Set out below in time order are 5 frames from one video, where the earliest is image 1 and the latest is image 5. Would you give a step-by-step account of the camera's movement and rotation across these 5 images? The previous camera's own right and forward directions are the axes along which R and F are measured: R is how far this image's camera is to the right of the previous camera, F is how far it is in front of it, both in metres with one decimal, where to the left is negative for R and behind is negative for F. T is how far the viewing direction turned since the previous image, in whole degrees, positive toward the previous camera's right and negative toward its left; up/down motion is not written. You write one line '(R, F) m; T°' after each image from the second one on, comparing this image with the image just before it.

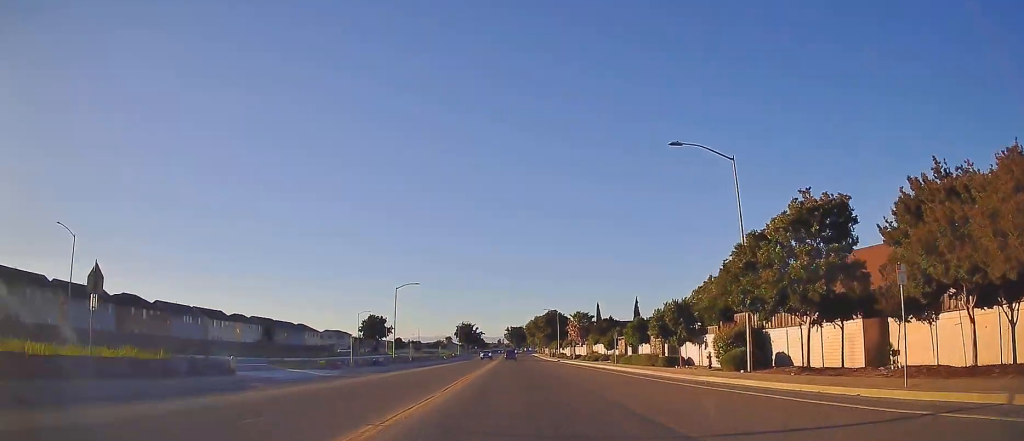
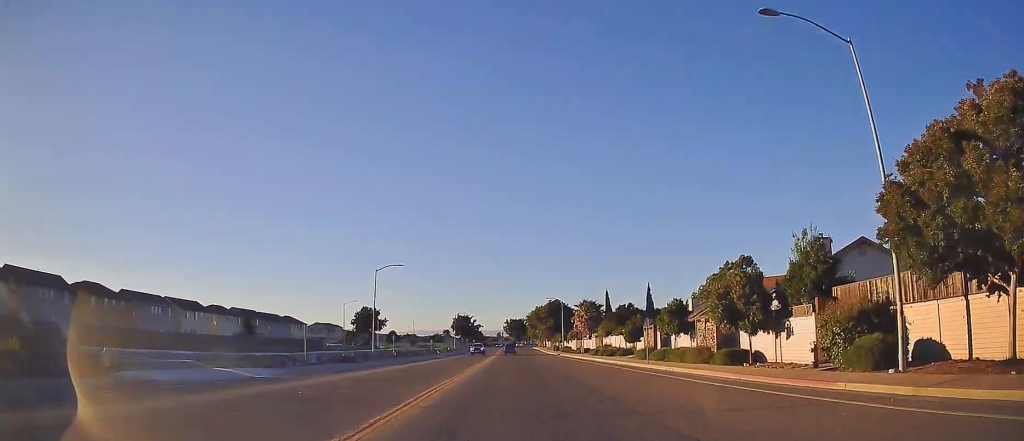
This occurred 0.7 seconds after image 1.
(-0.3, +10.4) m; 0°
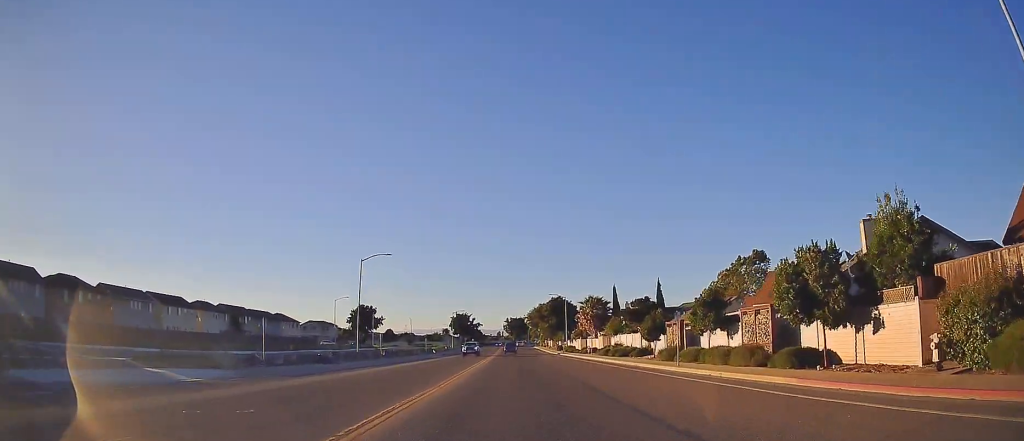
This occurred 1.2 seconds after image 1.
(-0.3, +6.2) m; 0°
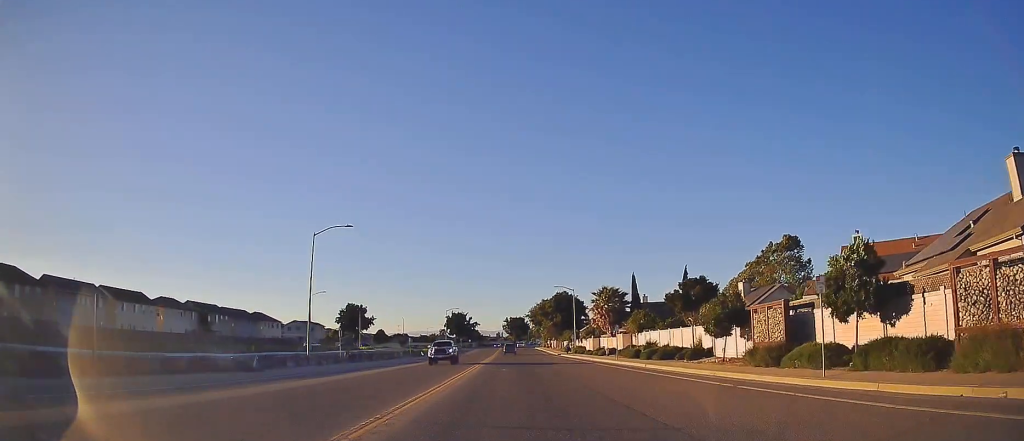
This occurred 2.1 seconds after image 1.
(+0.6, +13.7) m; 0°
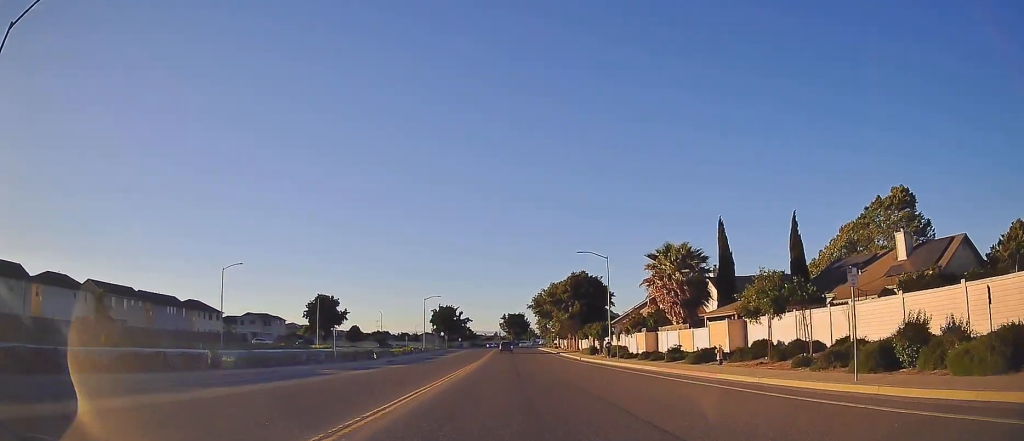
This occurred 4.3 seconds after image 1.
(-0.1, +30.7) m; 0°
